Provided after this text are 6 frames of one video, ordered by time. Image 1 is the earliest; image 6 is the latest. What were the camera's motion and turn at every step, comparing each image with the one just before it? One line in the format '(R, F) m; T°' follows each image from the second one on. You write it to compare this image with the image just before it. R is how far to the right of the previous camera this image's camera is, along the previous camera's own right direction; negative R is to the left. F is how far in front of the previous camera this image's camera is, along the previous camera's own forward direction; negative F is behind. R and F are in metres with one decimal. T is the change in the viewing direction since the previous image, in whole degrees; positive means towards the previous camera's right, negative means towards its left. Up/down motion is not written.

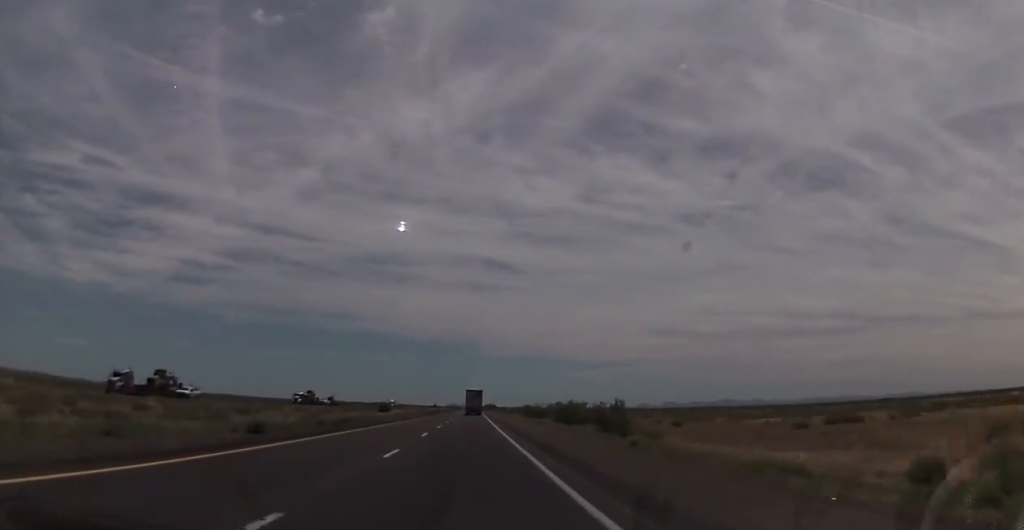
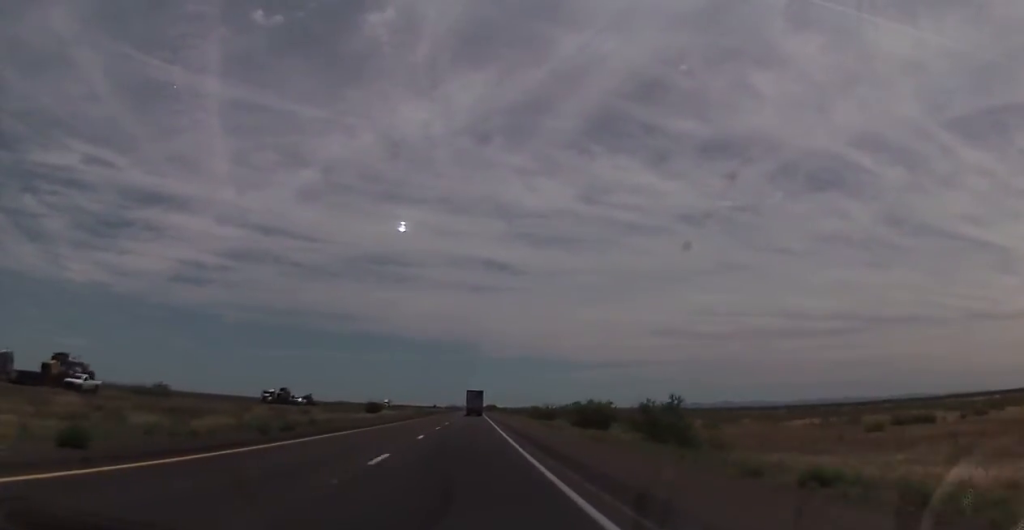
(+0.2, +14.2) m; 0°
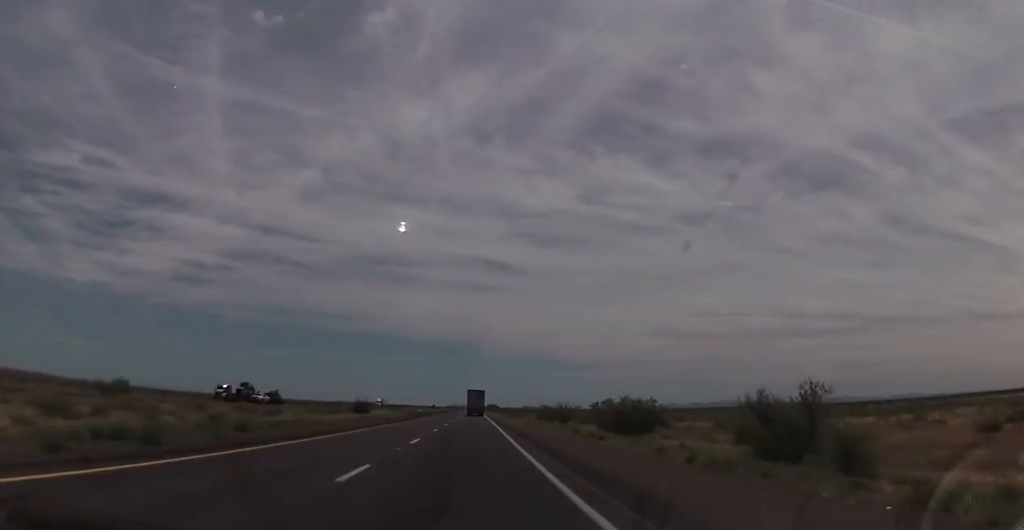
(+0.1, +15.4) m; 0°
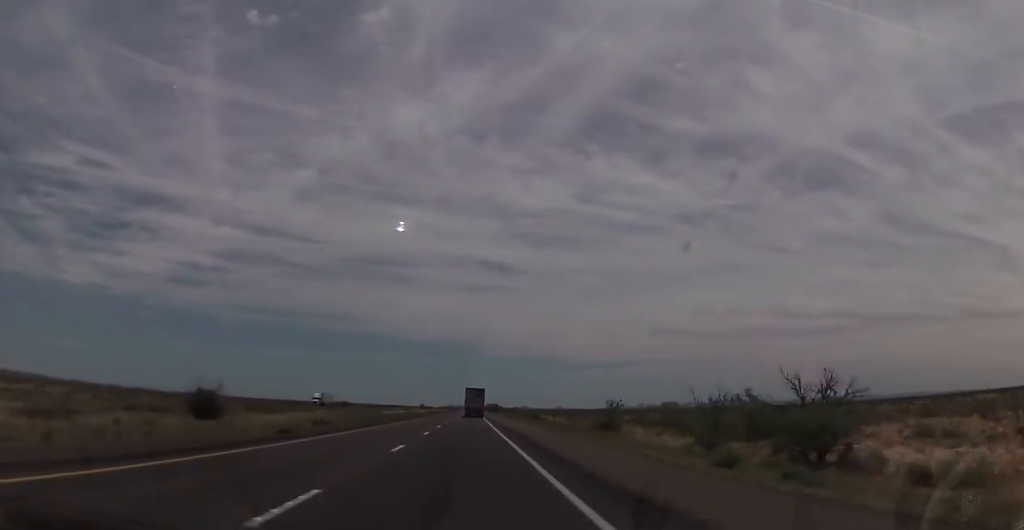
(-0.3, +65.1) m; 0°
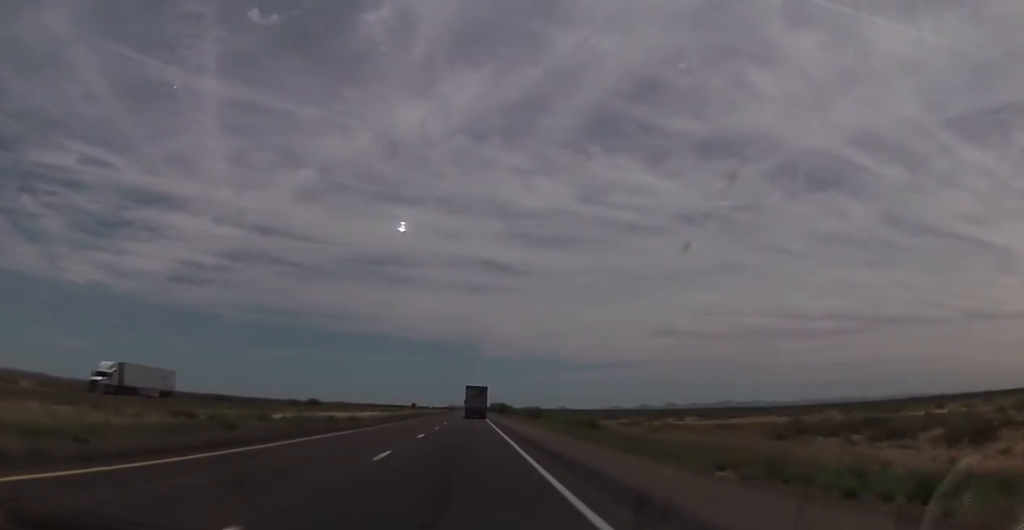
(+0.1, +64.0) m; 0°
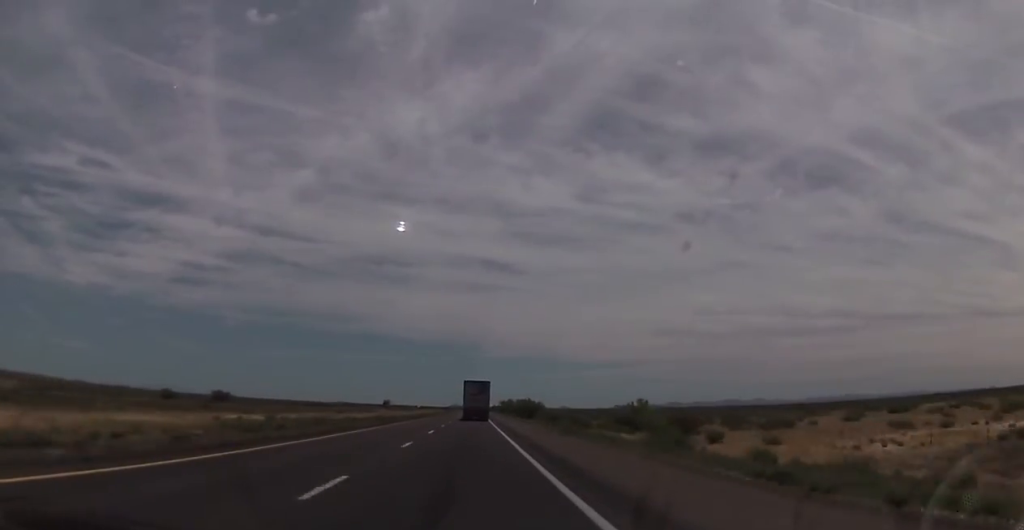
(-0.1, +91.6) m; 0°
